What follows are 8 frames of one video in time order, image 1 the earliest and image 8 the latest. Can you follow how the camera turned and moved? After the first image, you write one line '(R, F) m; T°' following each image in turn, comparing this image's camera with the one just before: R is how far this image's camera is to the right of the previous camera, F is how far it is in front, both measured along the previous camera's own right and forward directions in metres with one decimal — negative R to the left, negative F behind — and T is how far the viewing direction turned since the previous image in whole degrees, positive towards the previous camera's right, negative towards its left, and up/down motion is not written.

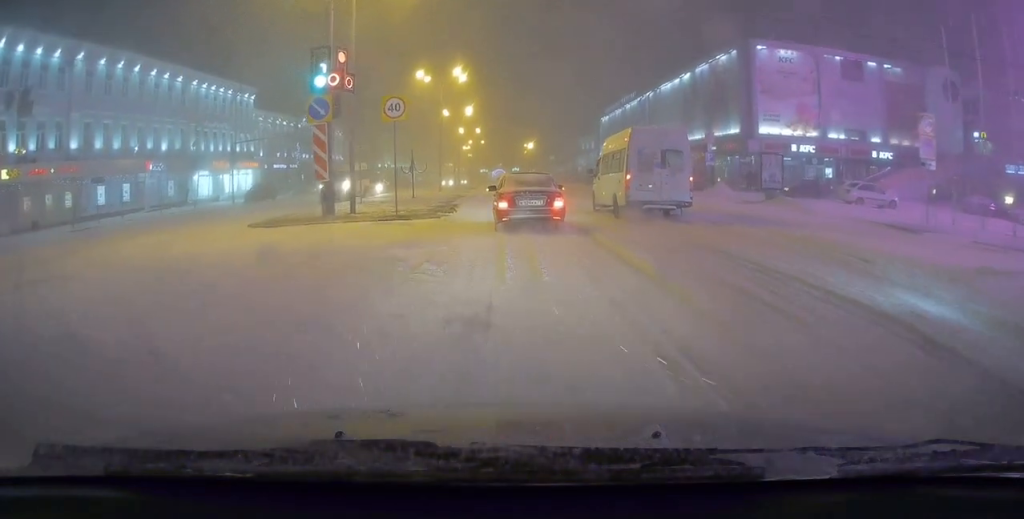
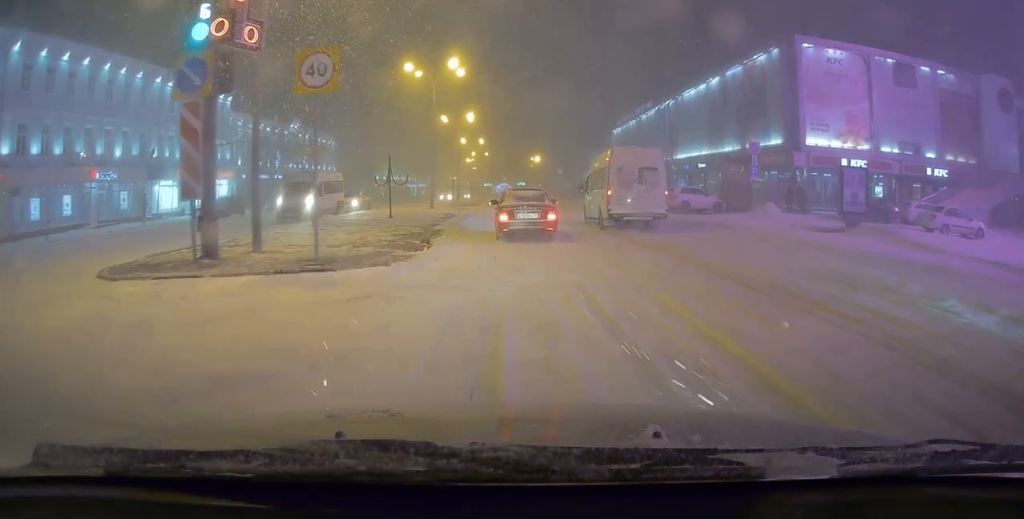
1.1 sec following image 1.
(-0.3, +7.9) m; -4°
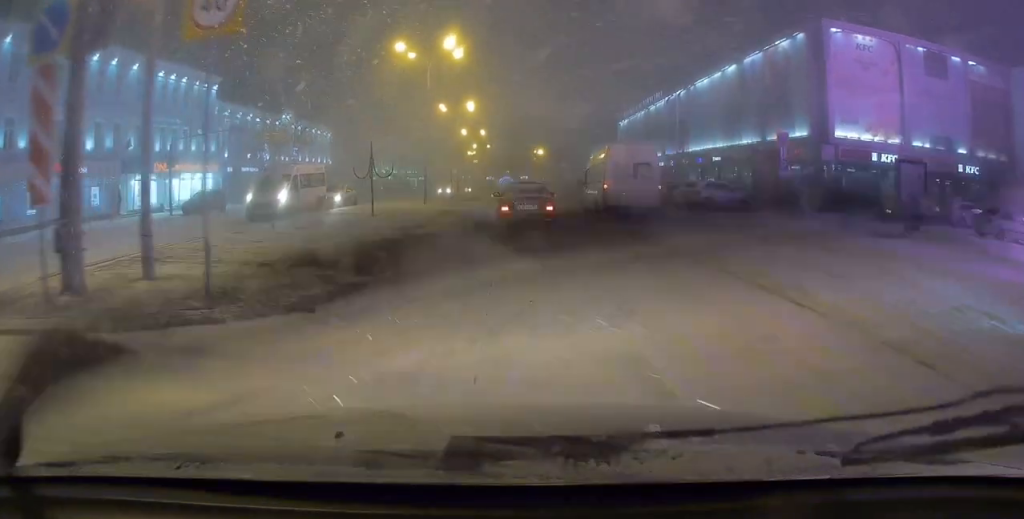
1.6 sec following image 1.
(-0.1, +4.0) m; -1°
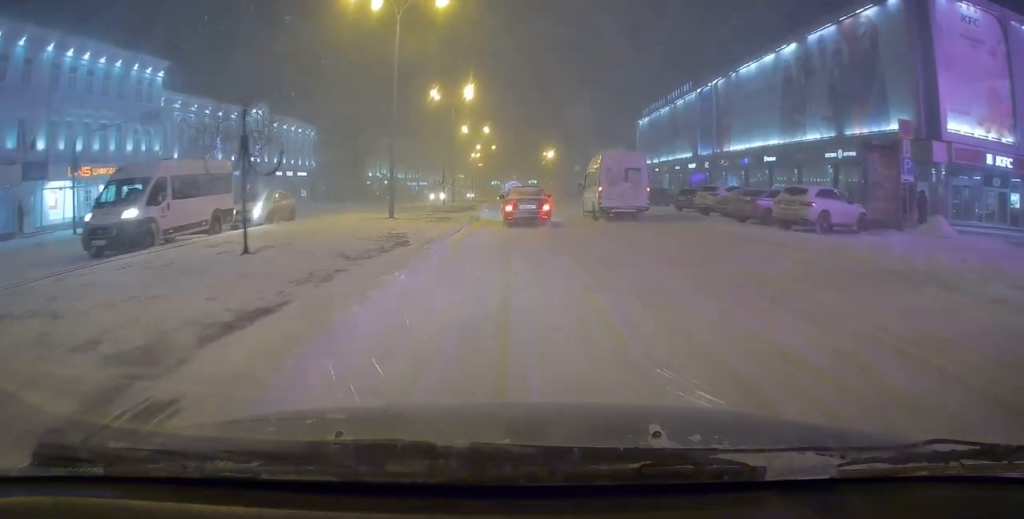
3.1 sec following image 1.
(+0.2, +11.6) m; +1°
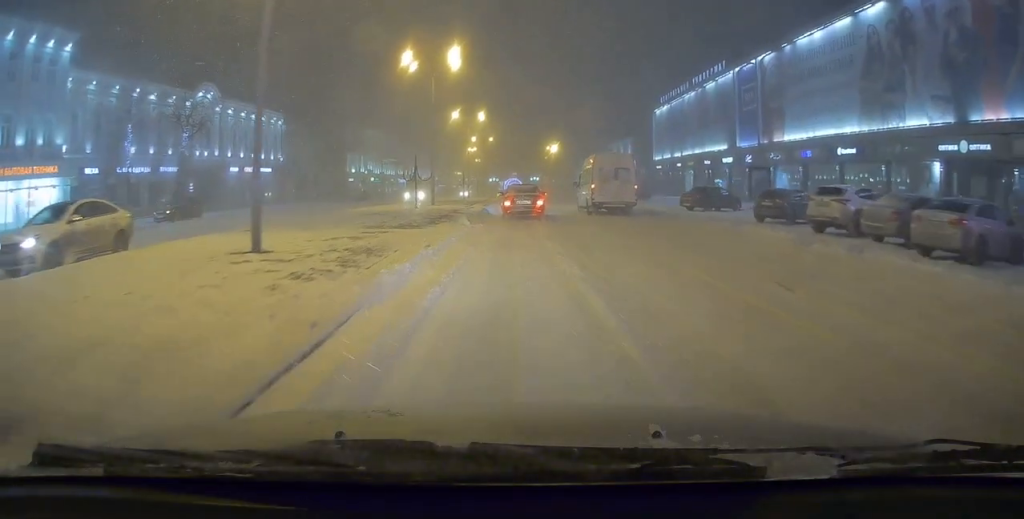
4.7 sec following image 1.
(-0.3, +12.4) m; -1°
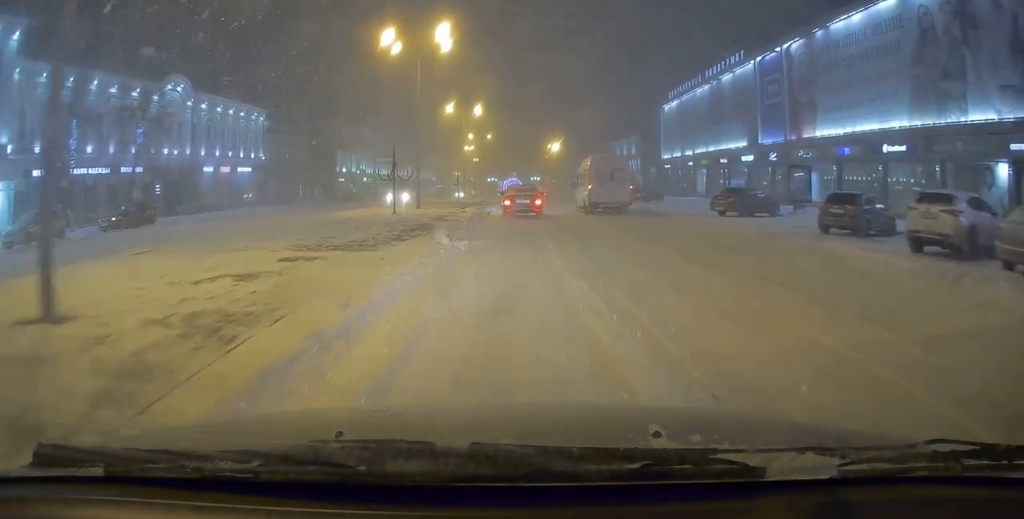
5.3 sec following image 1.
(+0.1, +5.5) m; +1°
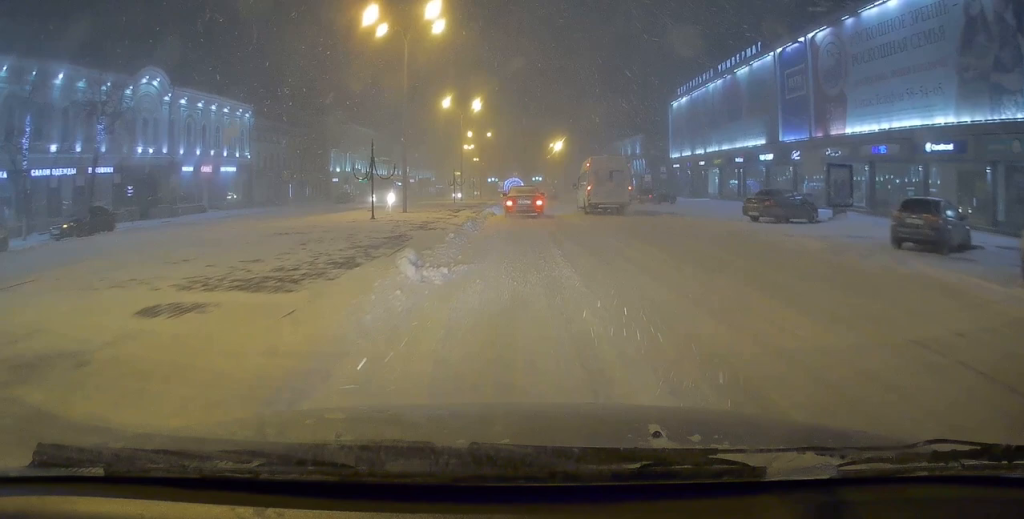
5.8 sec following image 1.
(0.0, +4.2) m; 0°
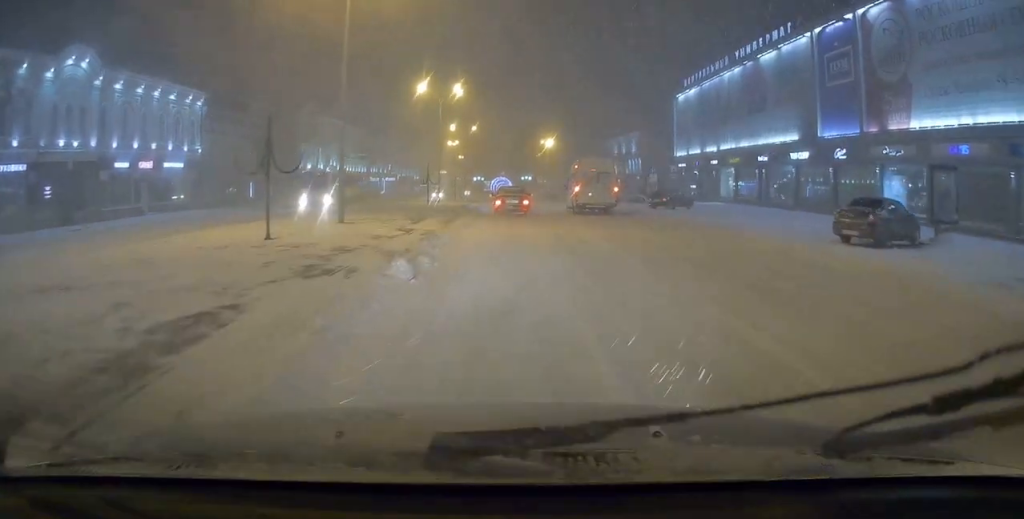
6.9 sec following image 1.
(0.0, +8.7) m; 0°
